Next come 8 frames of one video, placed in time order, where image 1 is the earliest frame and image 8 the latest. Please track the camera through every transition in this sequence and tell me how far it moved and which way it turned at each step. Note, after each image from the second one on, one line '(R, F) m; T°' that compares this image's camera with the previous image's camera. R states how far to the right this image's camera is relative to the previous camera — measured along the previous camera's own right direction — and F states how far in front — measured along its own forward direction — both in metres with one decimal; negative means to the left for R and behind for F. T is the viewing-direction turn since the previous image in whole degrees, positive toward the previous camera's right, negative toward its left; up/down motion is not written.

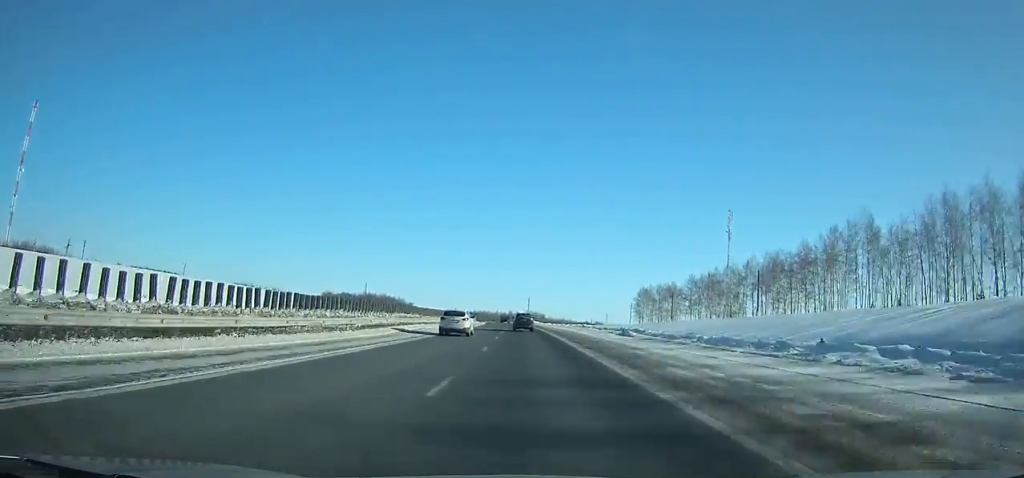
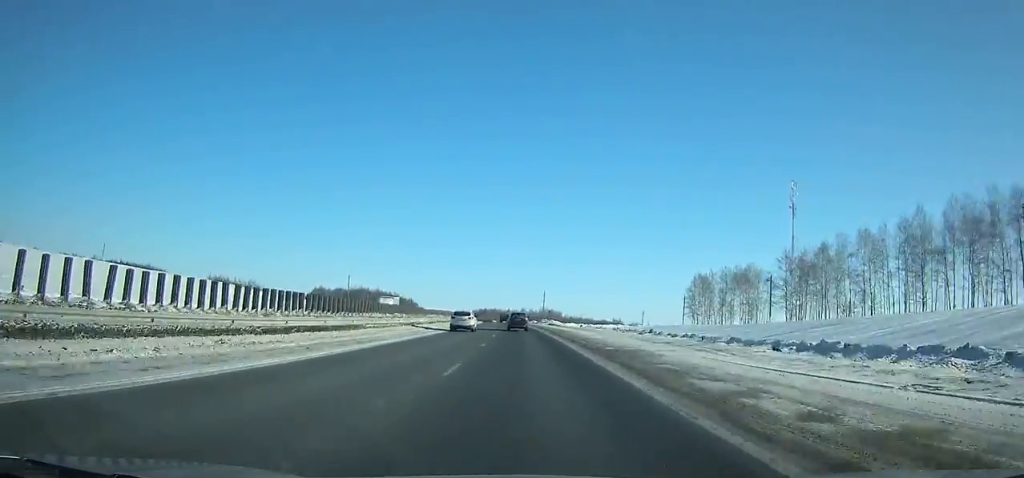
(-0.6, +56.7) m; -2°
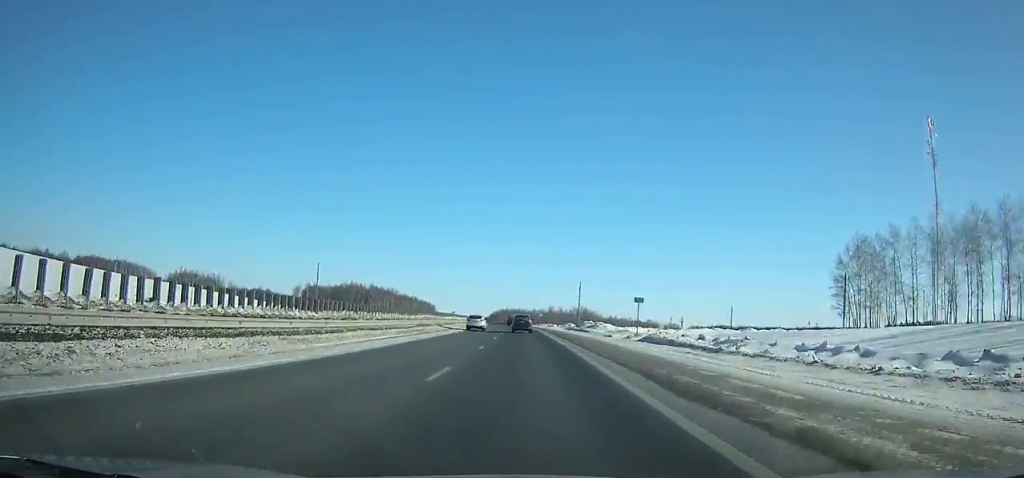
(-1.5, +75.0) m; -2°
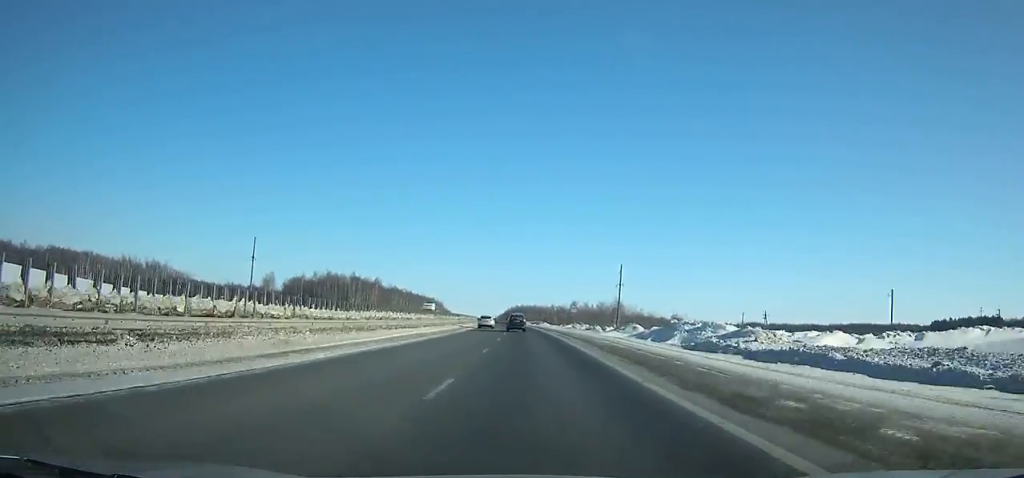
(-1.1, +63.6) m; -2°
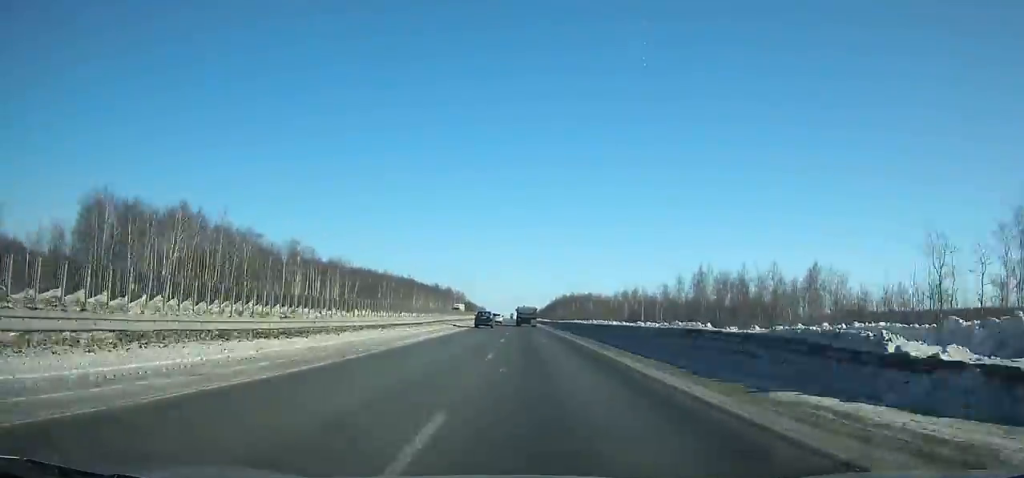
(-6.2, +160.5) m; -4°
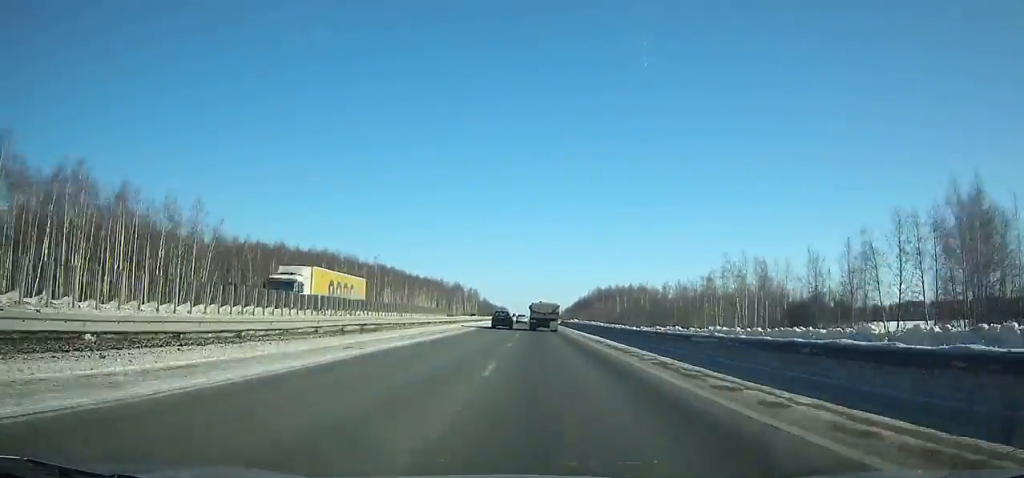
(-1.4, +76.4) m; -1°
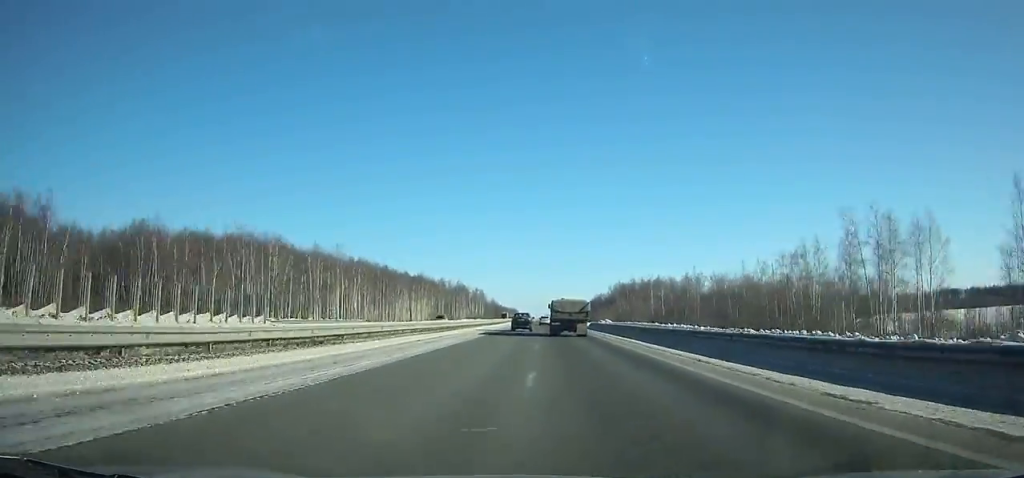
(-0.2, +38.9) m; 0°
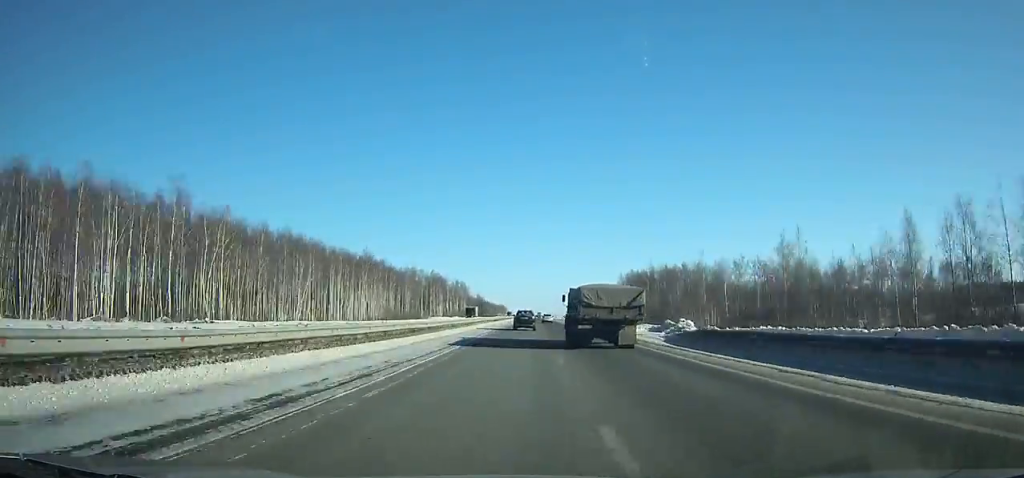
(-0.3, +55.3) m; 0°
